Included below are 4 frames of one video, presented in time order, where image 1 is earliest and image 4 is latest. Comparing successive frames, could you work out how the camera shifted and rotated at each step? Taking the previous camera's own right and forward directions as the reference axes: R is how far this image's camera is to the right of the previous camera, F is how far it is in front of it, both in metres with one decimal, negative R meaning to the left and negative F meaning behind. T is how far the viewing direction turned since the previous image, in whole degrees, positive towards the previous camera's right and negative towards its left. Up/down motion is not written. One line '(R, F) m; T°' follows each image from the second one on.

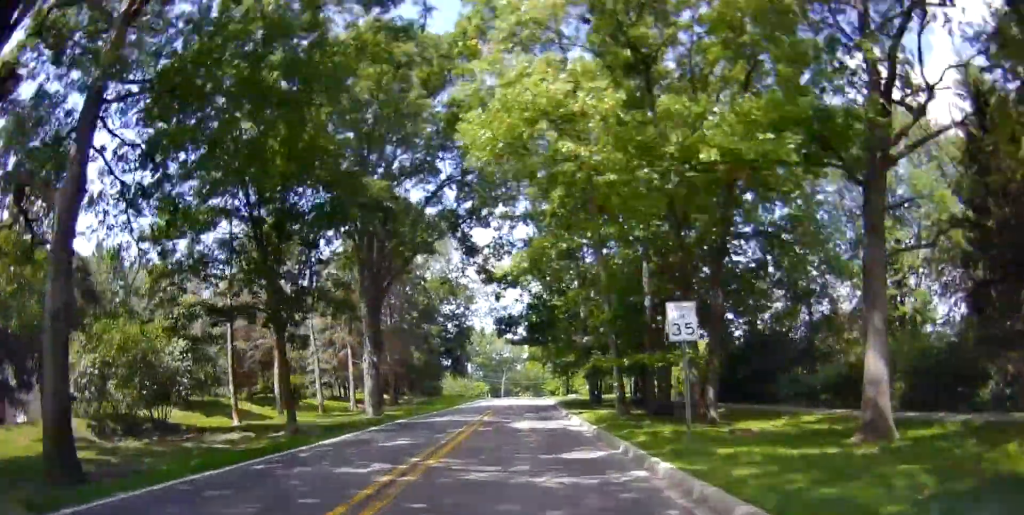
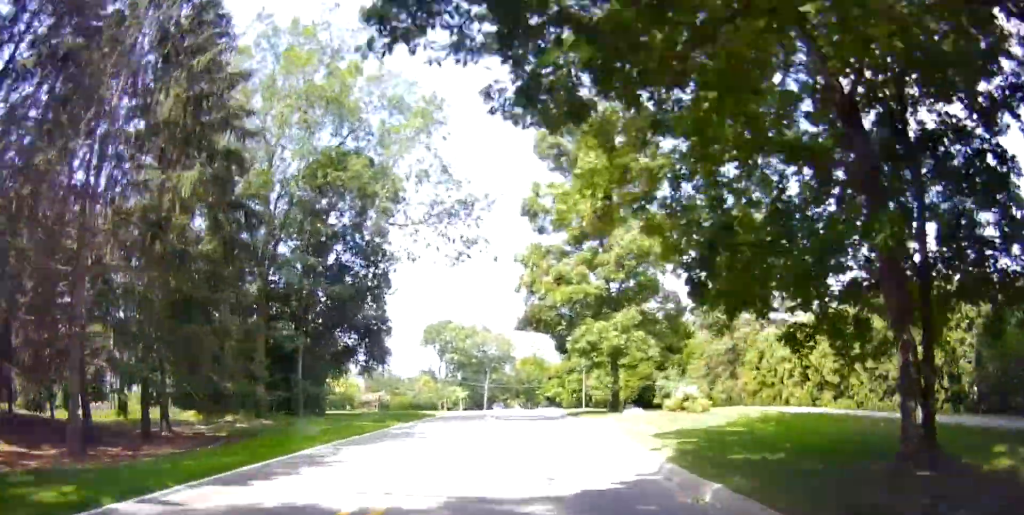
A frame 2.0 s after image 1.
(-1.1, +35.9) m; -1°
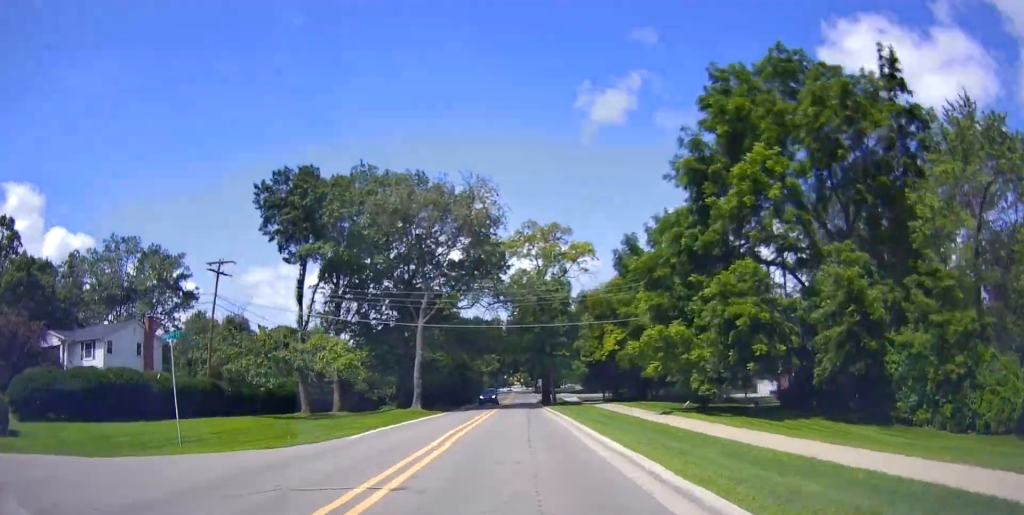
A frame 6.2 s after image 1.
(0.0, +79.1) m; -3°
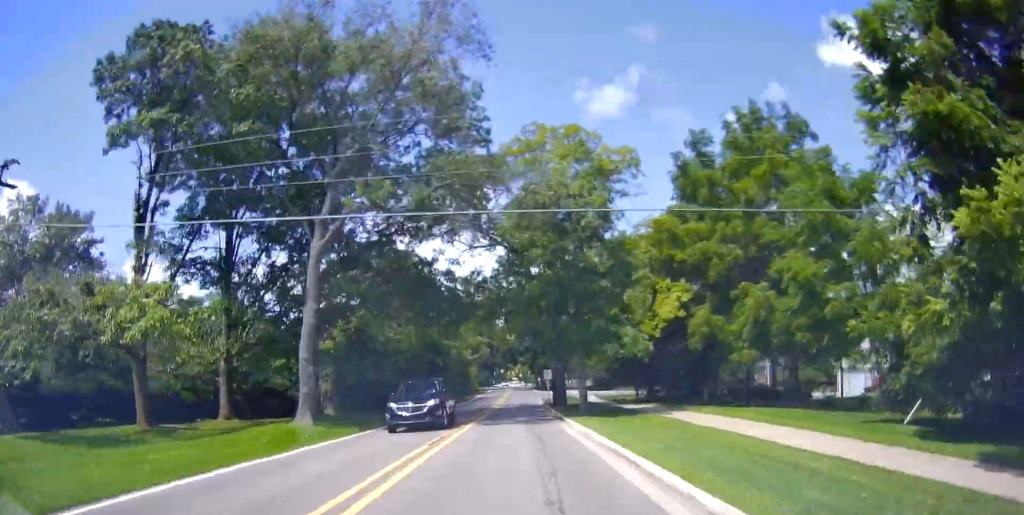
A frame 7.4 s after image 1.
(+0.5, +22.0) m; +3°
